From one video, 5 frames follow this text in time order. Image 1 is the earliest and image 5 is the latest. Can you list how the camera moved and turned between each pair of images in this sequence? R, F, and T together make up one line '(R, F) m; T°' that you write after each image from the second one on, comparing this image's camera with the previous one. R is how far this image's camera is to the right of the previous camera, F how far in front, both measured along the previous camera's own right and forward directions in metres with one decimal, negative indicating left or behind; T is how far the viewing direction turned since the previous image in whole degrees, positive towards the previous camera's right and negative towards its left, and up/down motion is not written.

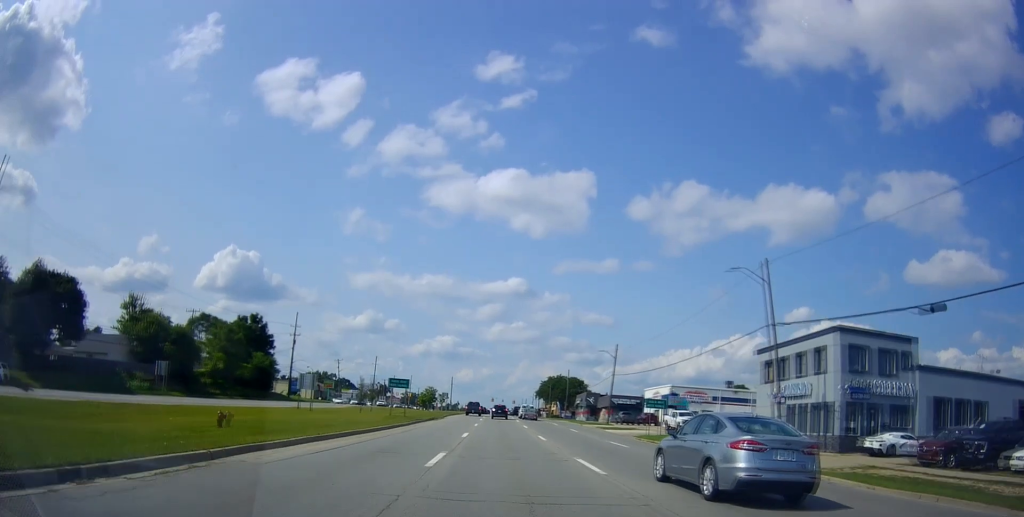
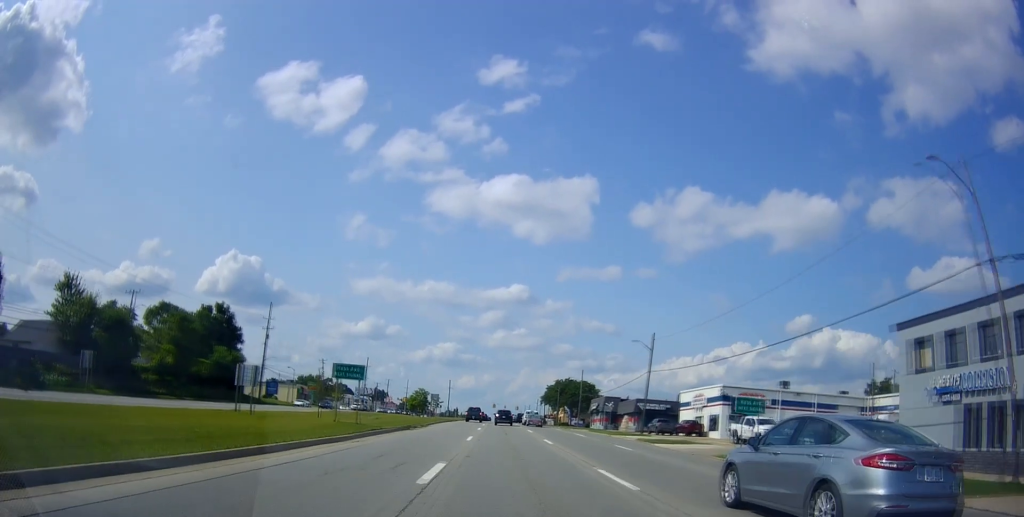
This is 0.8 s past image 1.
(-0.6, +16.8) m; -1°
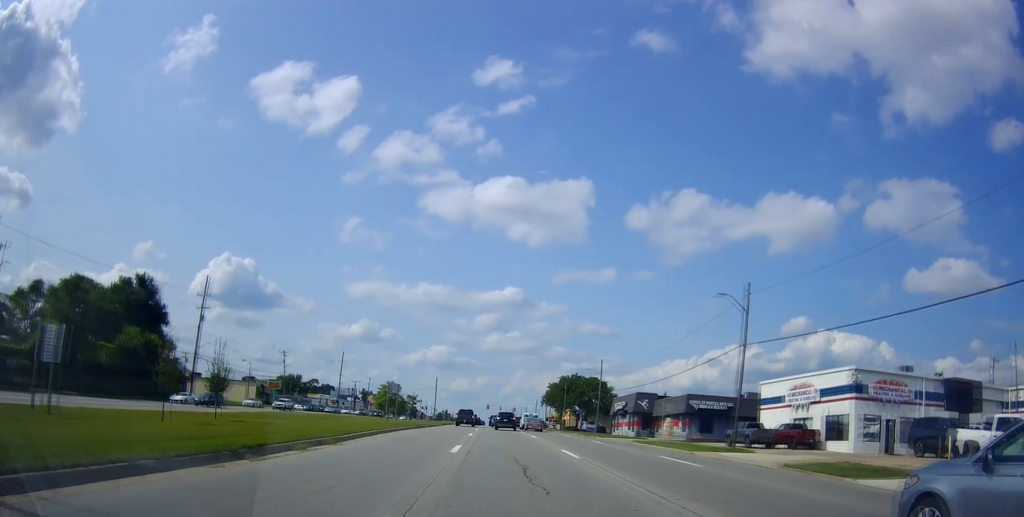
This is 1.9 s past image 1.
(+0.4, +24.5) m; +2°
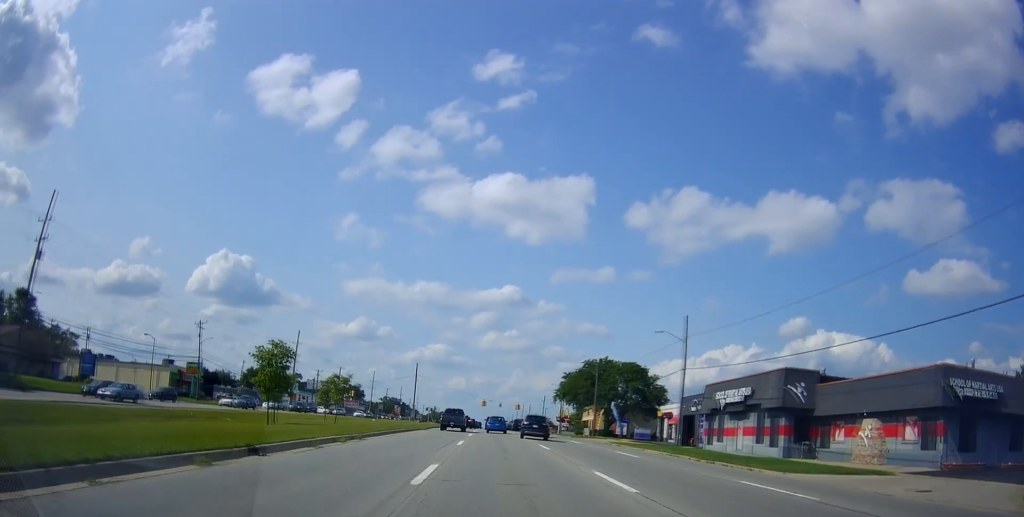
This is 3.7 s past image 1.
(-0.7, +39.5) m; -2°
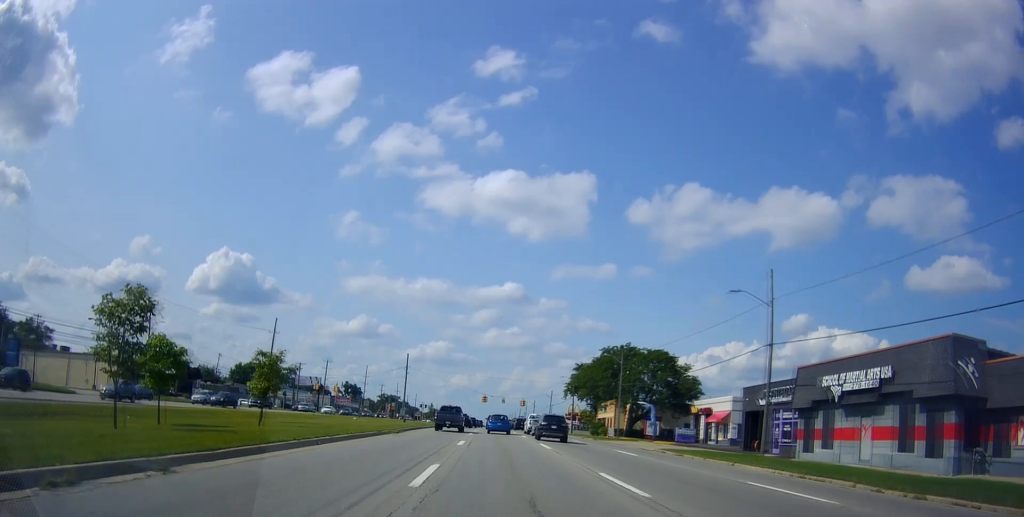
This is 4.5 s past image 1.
(+0.2, +15.9) m; +1°
